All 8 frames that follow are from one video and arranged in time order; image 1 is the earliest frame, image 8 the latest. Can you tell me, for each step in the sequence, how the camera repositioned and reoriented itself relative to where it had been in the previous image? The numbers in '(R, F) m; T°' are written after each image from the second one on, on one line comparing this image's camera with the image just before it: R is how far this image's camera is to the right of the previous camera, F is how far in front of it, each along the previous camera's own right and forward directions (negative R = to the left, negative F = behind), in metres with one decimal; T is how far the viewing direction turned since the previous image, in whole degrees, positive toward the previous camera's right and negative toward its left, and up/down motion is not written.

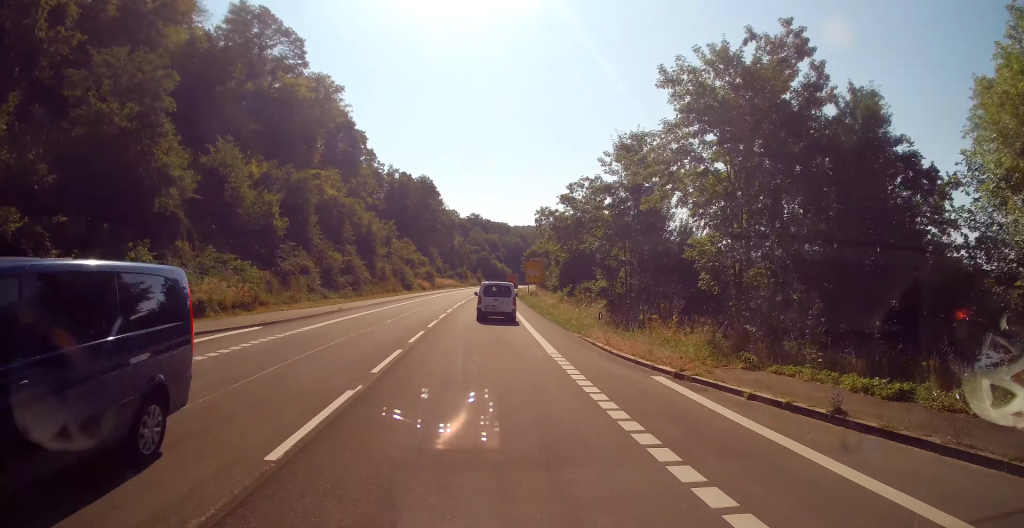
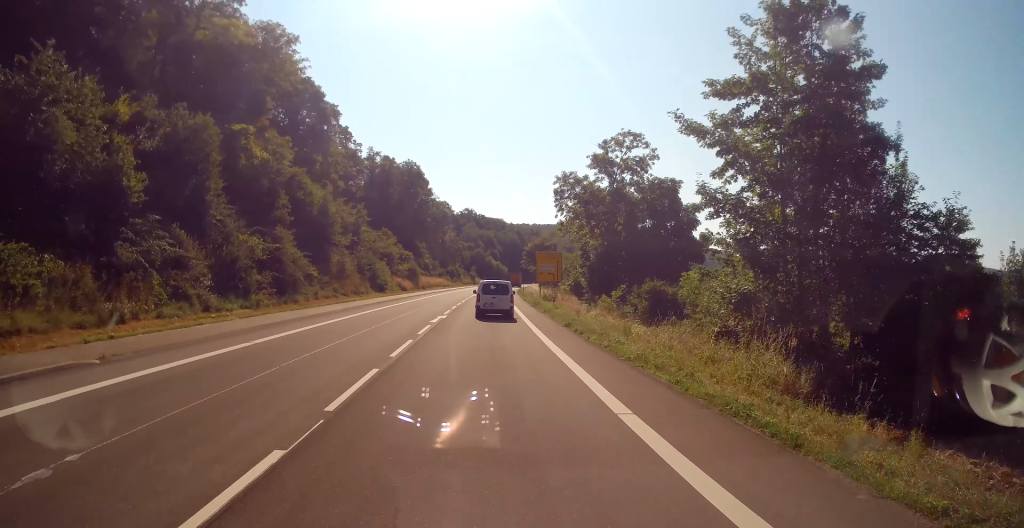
(+0.4, +22.4) m; +1°
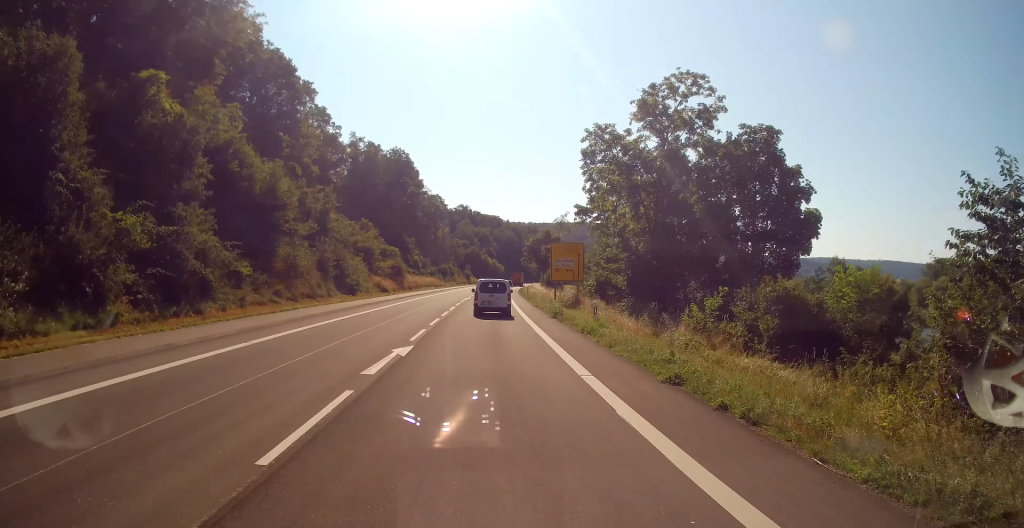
(0.0, +13.9) m; 0°
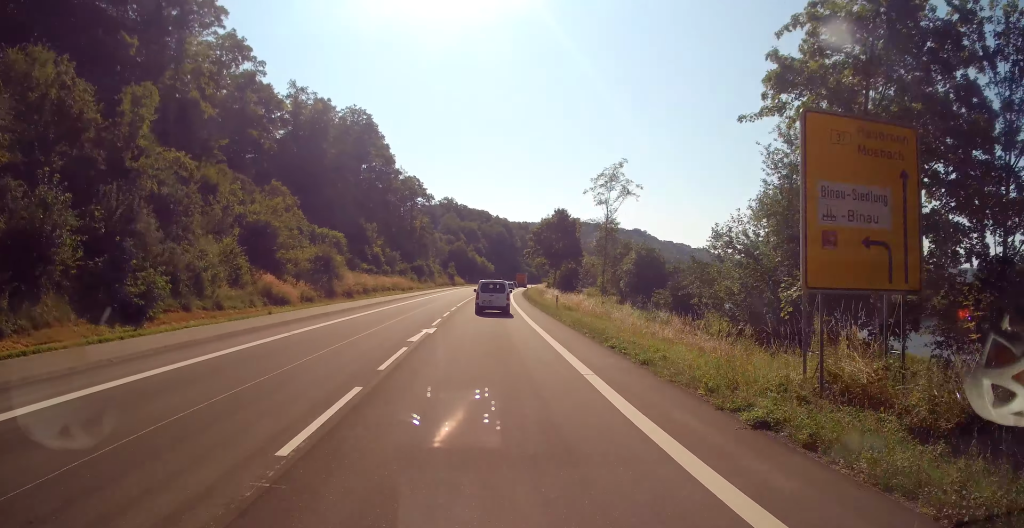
(+0.5, +35.7) m; +2°
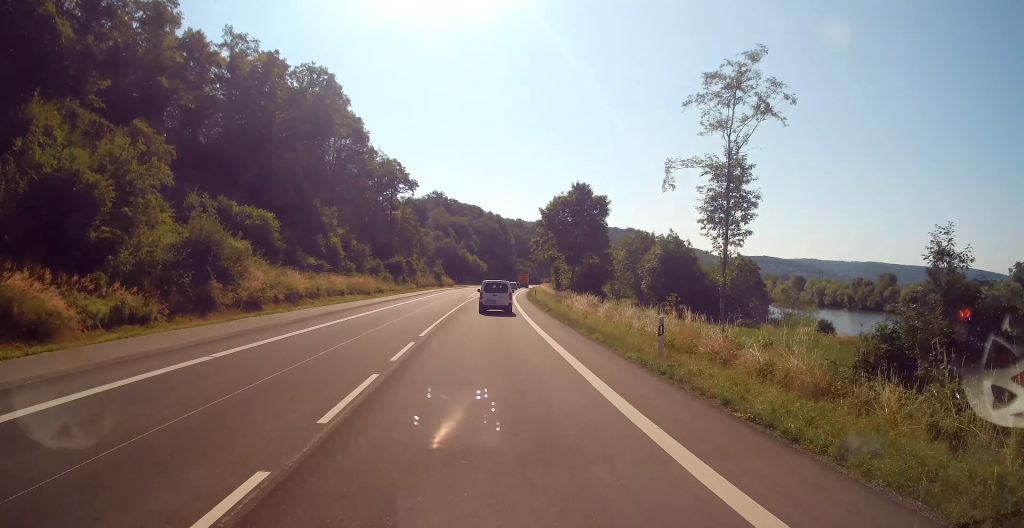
(-0.1, +23.8) m; 0°
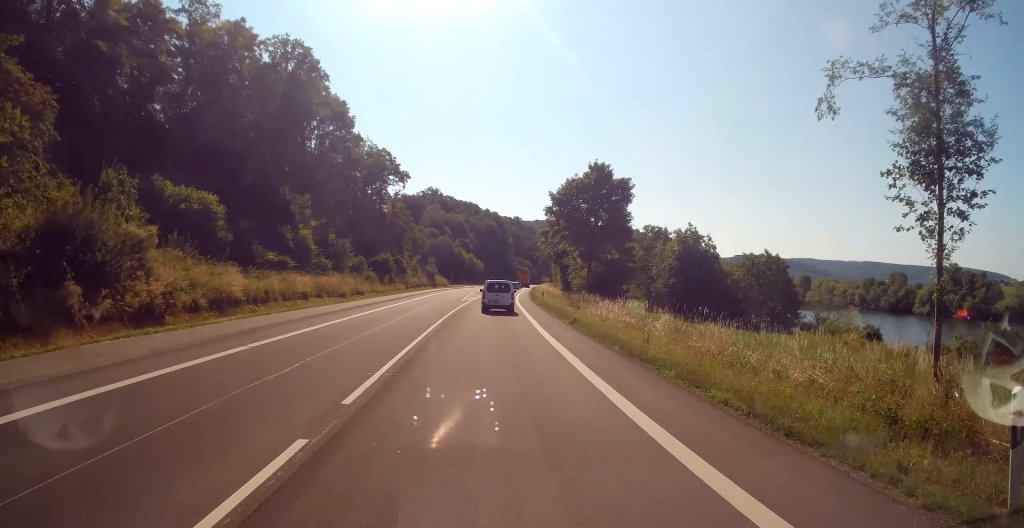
(0.0, +10.8) m; +1°
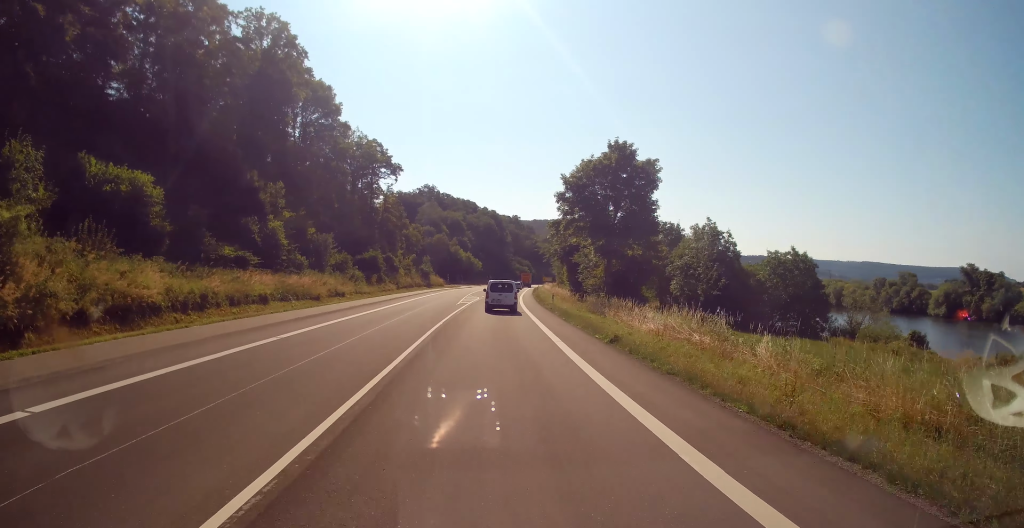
(+0.1, +7.8) m; +1°
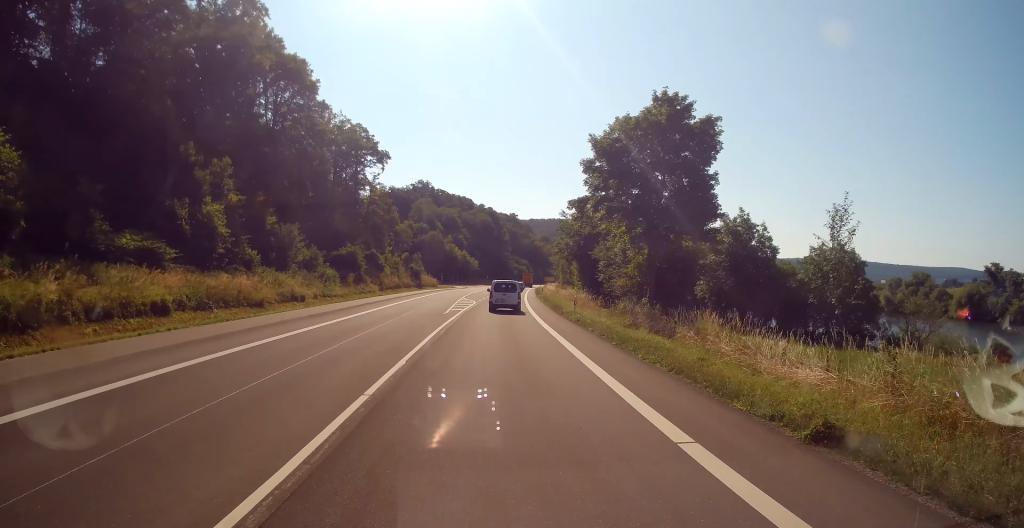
(+0.1, +12.6) m; +1°
